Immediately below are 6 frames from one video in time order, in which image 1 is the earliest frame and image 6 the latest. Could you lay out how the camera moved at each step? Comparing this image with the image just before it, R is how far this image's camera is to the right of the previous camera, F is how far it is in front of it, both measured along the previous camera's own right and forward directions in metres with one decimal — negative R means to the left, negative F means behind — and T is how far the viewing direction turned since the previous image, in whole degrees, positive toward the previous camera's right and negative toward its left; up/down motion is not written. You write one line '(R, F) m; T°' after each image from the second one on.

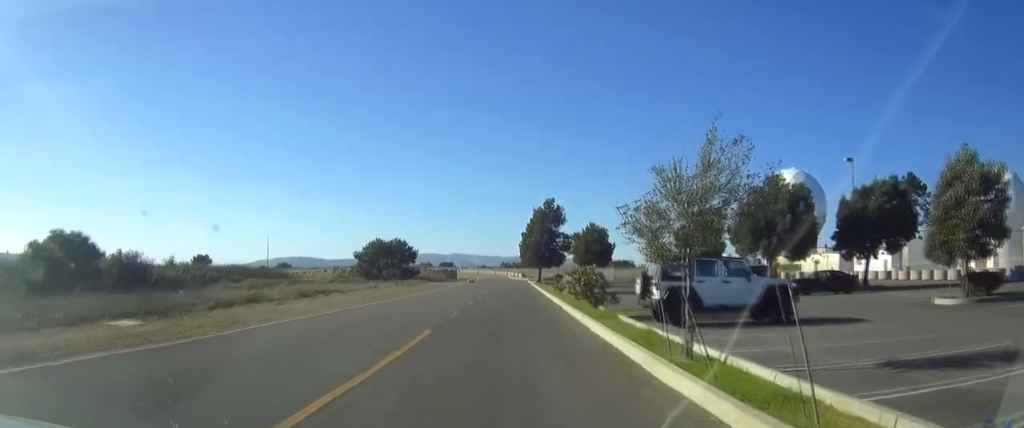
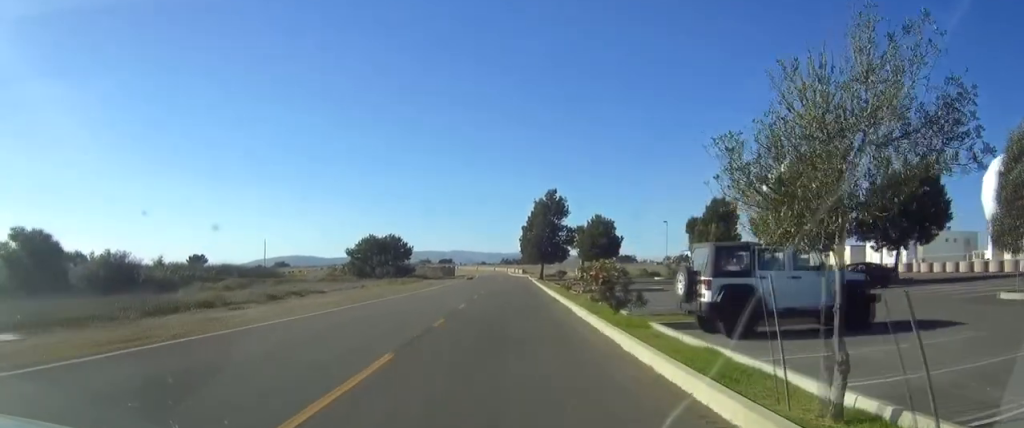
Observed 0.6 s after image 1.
(-0.1, +4.6) m; 0°
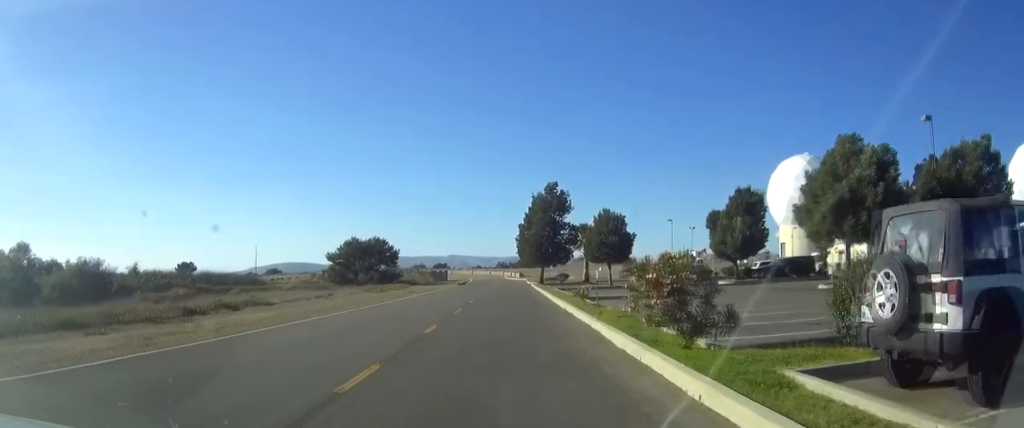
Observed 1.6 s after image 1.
(0.0, +8.0) m; 0°
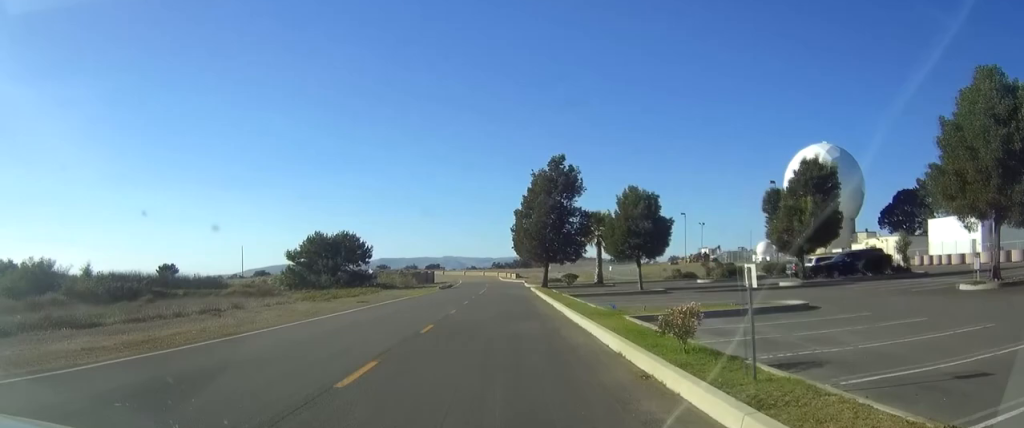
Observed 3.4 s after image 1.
(+0.2, +13.8) m; +1°
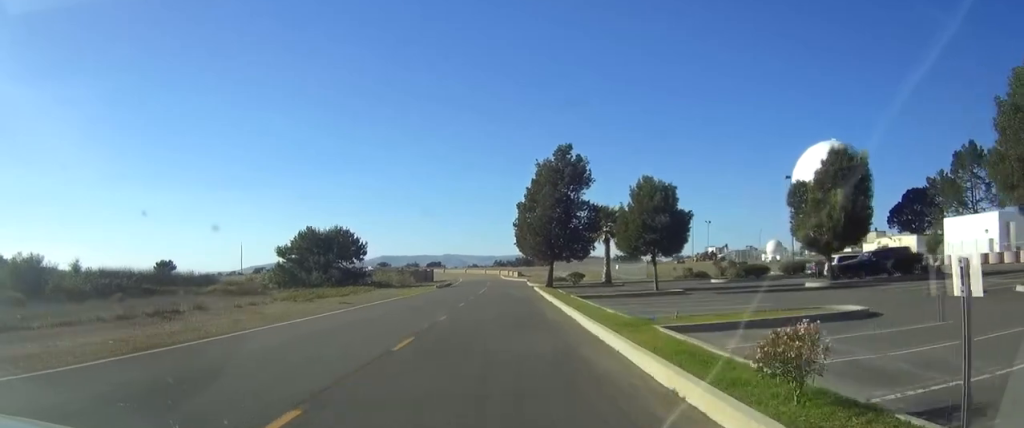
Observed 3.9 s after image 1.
(0.0, +3.6) m; 0°
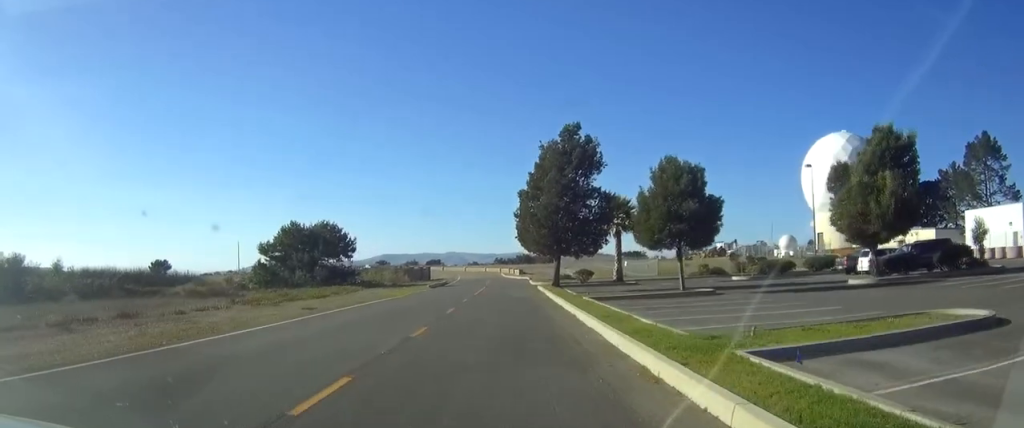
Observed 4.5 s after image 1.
(0.0, +5.4) m; 0°
